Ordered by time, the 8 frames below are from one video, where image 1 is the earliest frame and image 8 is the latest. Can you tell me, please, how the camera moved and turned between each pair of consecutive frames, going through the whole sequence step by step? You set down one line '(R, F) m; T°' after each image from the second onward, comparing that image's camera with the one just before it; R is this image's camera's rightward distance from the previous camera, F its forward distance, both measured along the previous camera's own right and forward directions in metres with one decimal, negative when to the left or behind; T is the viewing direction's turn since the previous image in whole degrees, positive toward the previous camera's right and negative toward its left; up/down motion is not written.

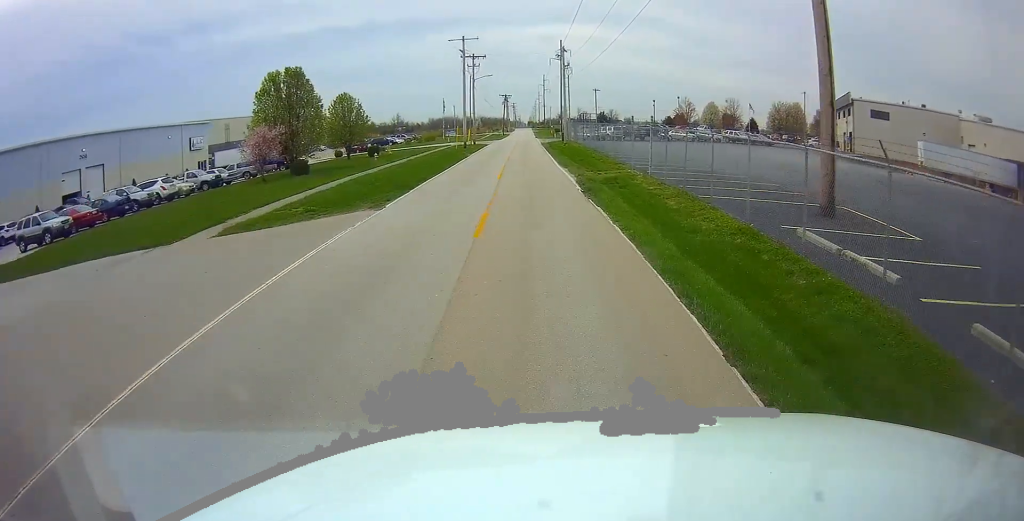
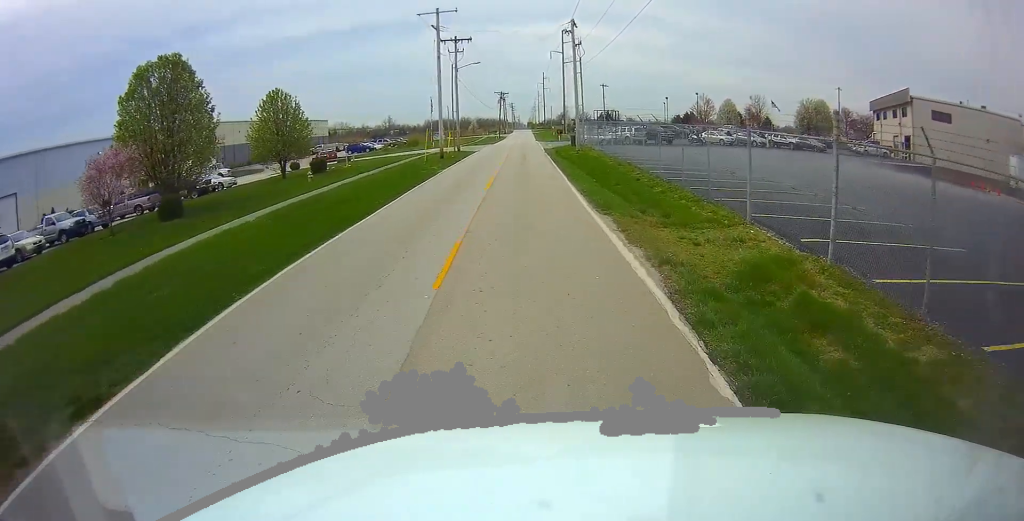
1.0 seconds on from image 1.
(+0.5, +15.7) m; +1°
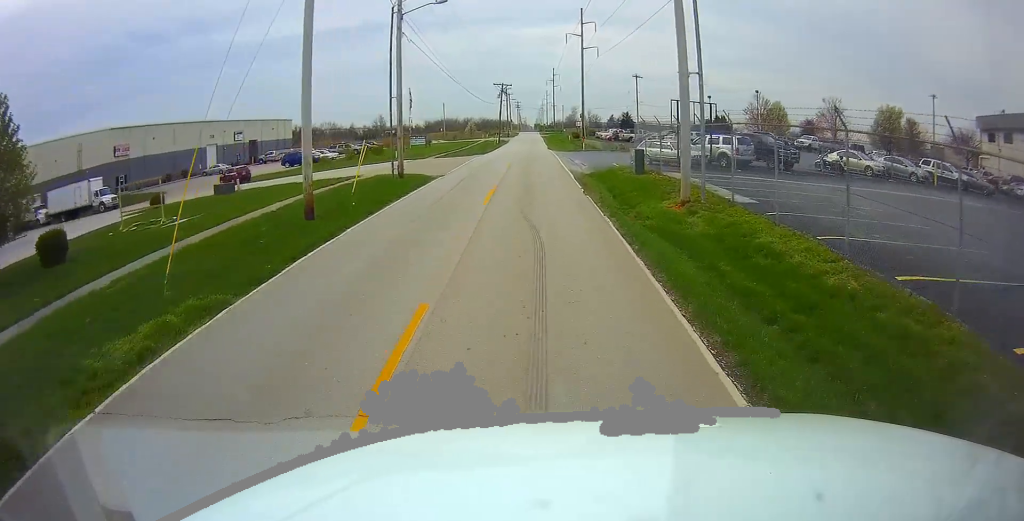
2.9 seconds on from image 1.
(-0.1, +28.4) m; 0°
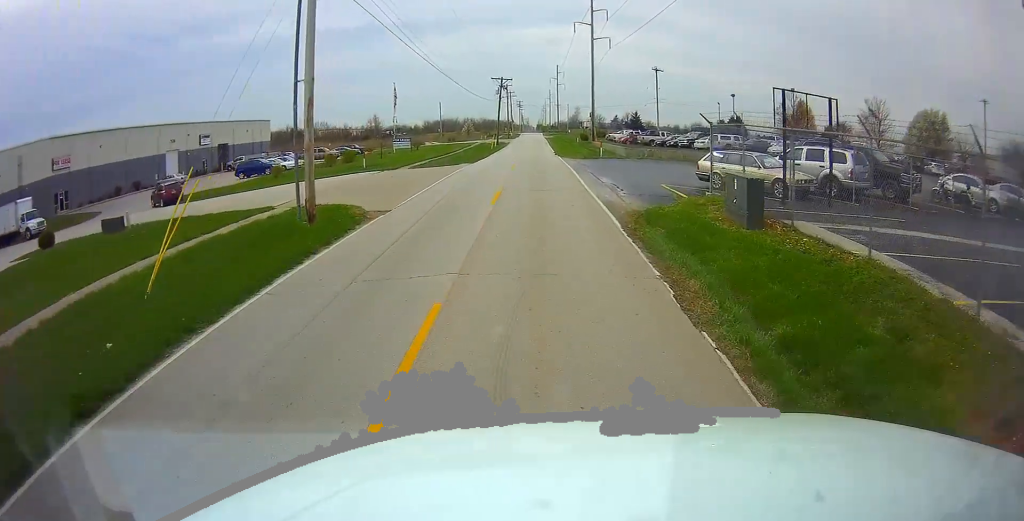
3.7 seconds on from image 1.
(+0.1, +12.3) m; -1°
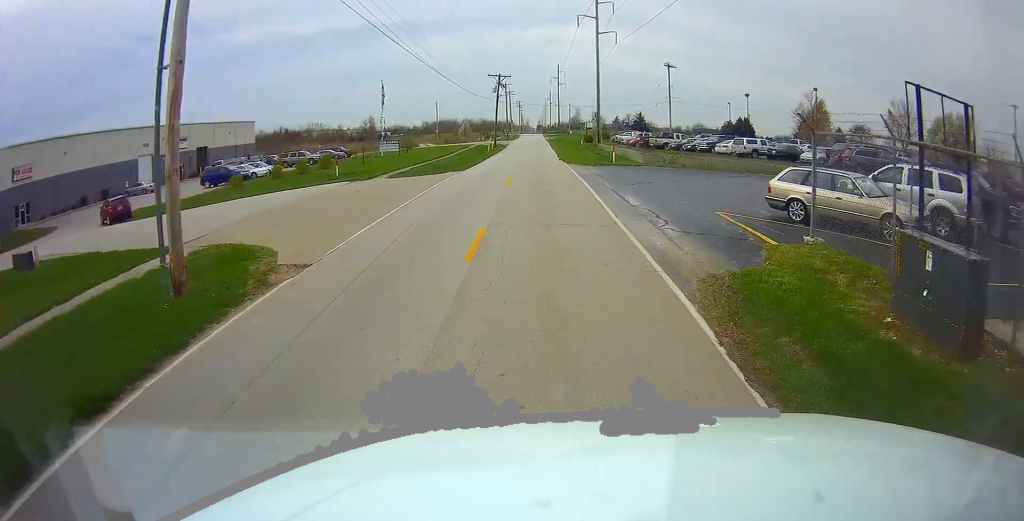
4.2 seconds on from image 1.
(-0.2, +6.8) m; -1°
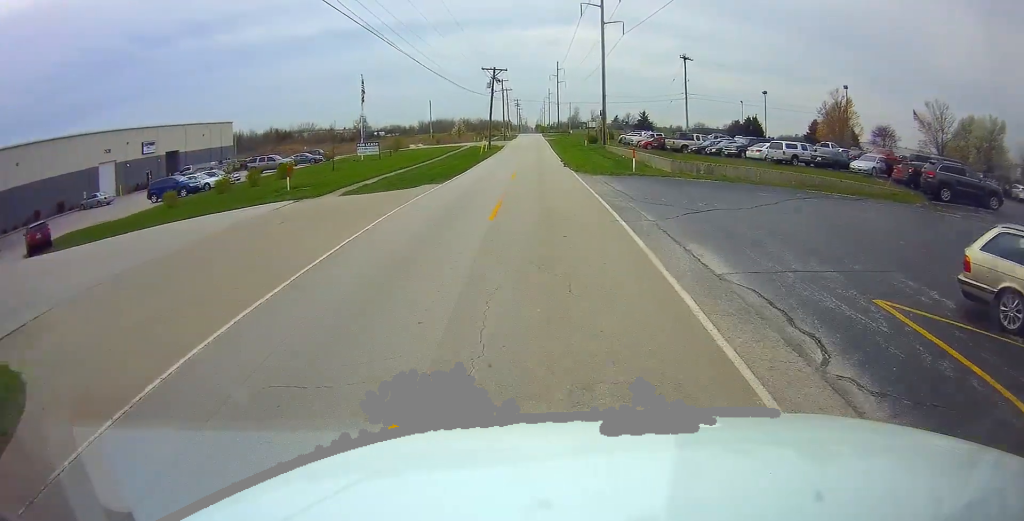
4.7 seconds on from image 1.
(-0.1, +8.2) m; +1°
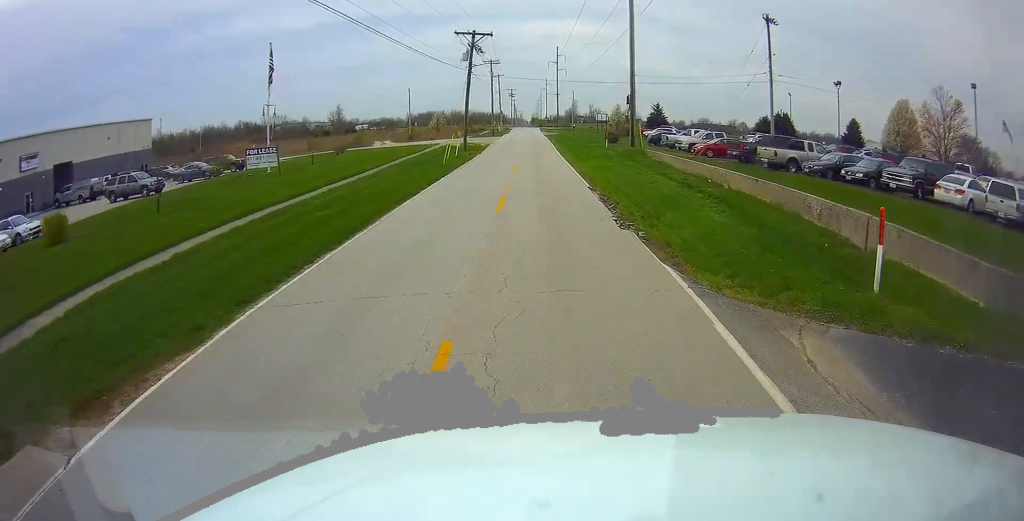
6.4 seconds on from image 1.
(+0.9, +23.4) m; +2°
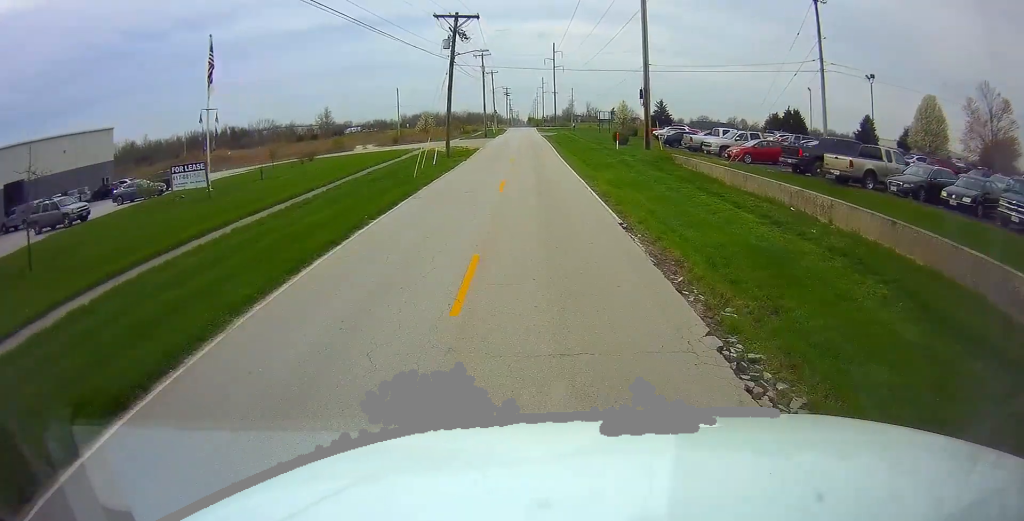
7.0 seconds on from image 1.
(-0.4, +8.1) m; -2°
